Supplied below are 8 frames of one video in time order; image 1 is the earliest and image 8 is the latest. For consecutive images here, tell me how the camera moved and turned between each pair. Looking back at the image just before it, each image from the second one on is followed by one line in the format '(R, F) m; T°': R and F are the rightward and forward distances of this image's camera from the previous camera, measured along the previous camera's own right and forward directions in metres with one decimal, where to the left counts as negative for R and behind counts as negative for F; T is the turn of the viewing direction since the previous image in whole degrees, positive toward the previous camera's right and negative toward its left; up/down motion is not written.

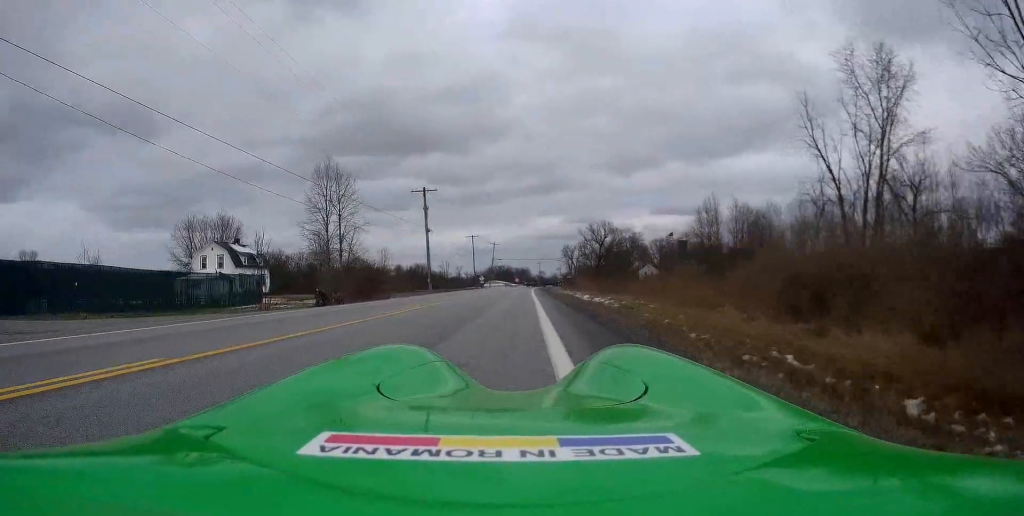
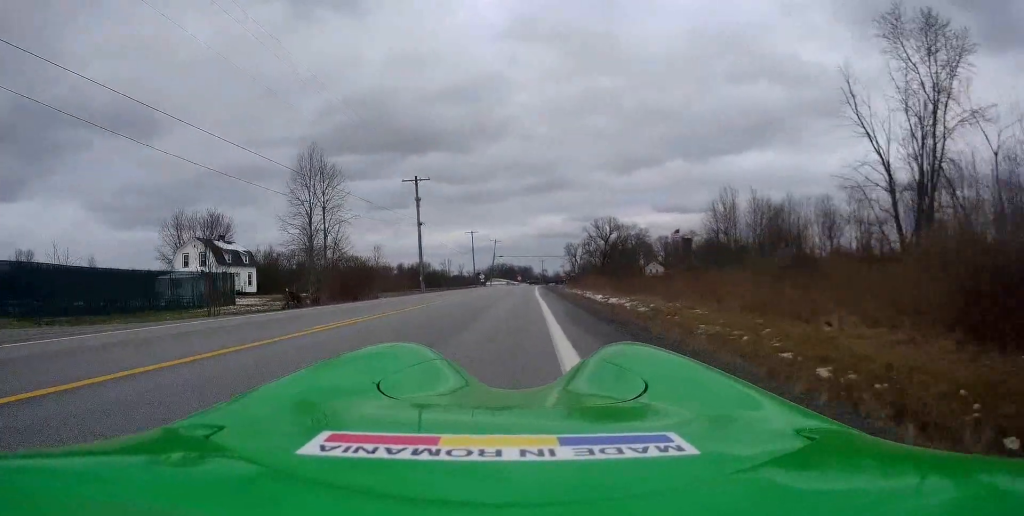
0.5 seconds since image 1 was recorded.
(-0.1, +5.3) m; -1°
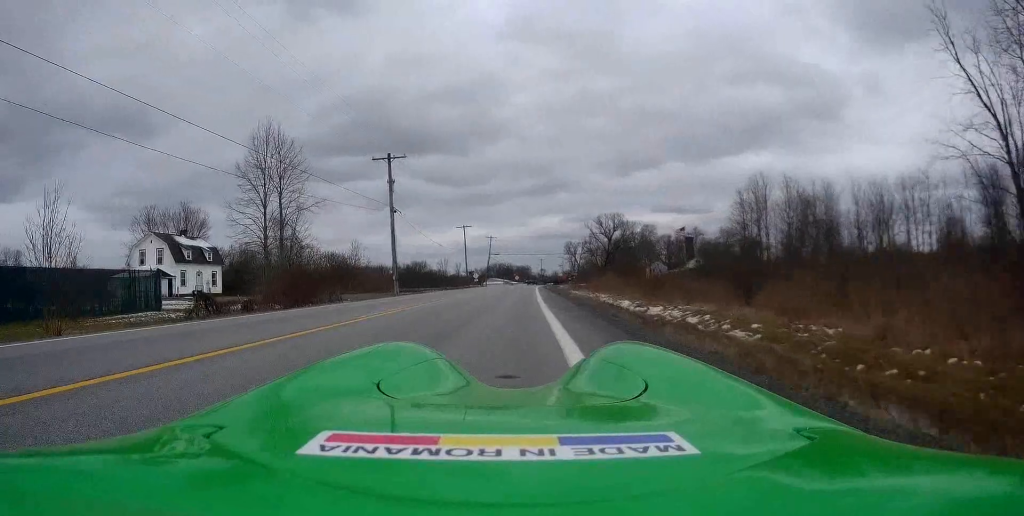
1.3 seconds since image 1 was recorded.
(+0.1, +9.3) m; 0°
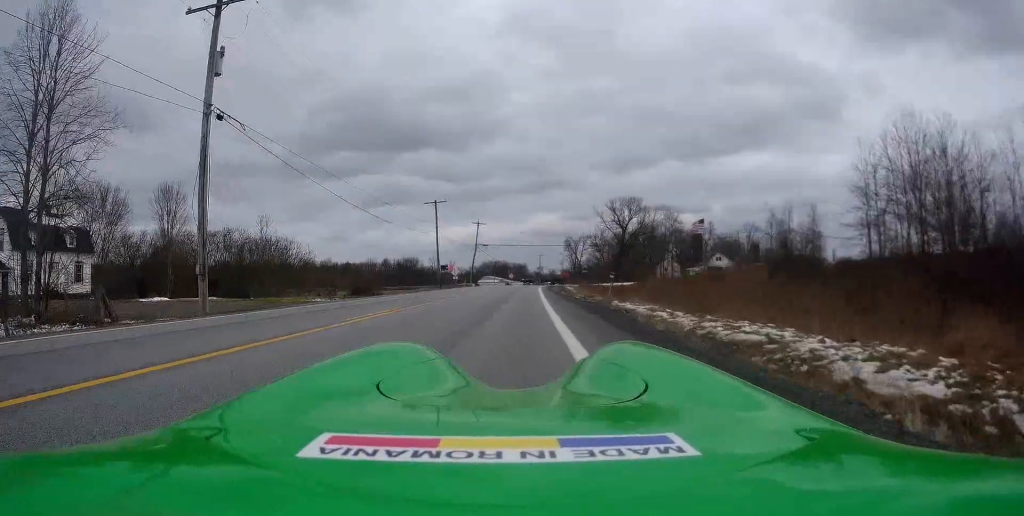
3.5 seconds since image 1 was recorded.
(+0.5, +24.8) m; +1°
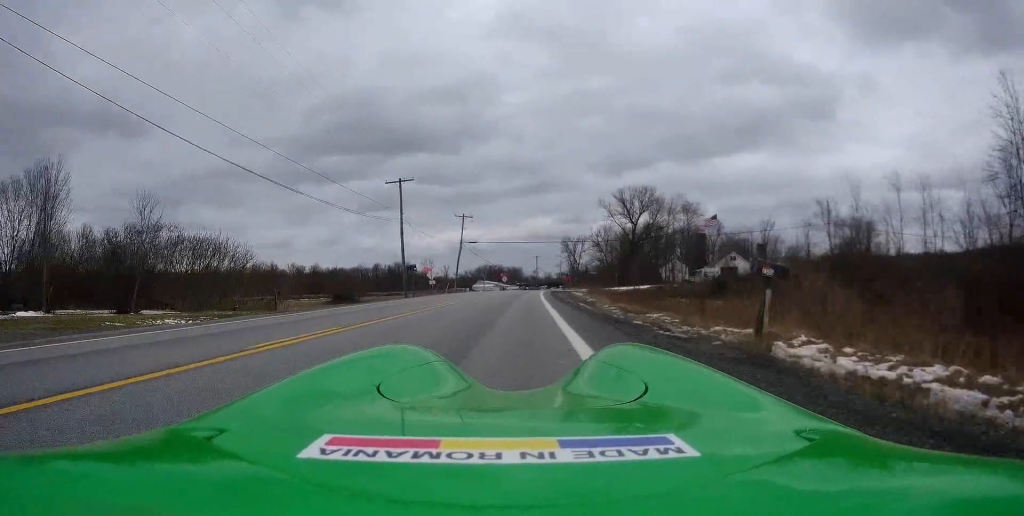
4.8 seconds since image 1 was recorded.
(-0.1, +15.8) m; 0°
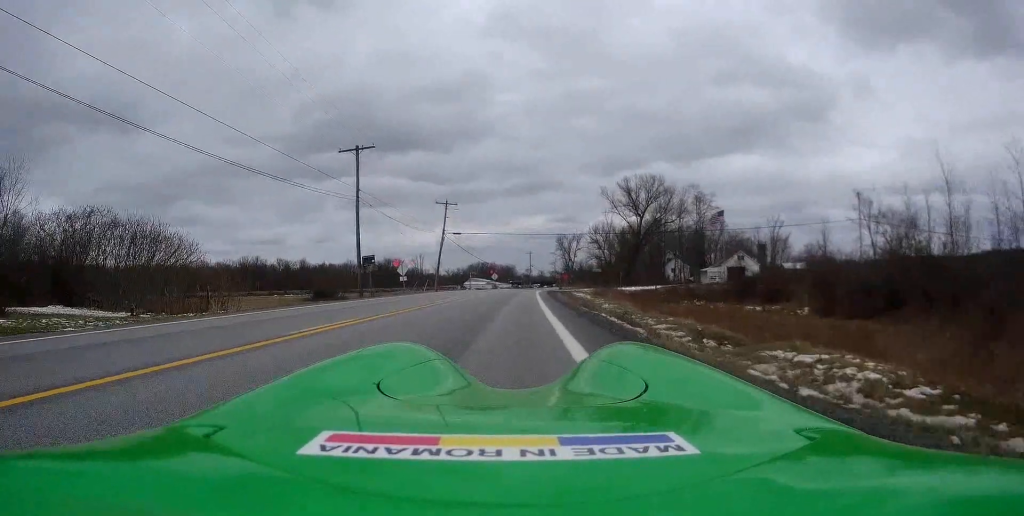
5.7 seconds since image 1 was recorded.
(+0.1, +10.5) m; 0°
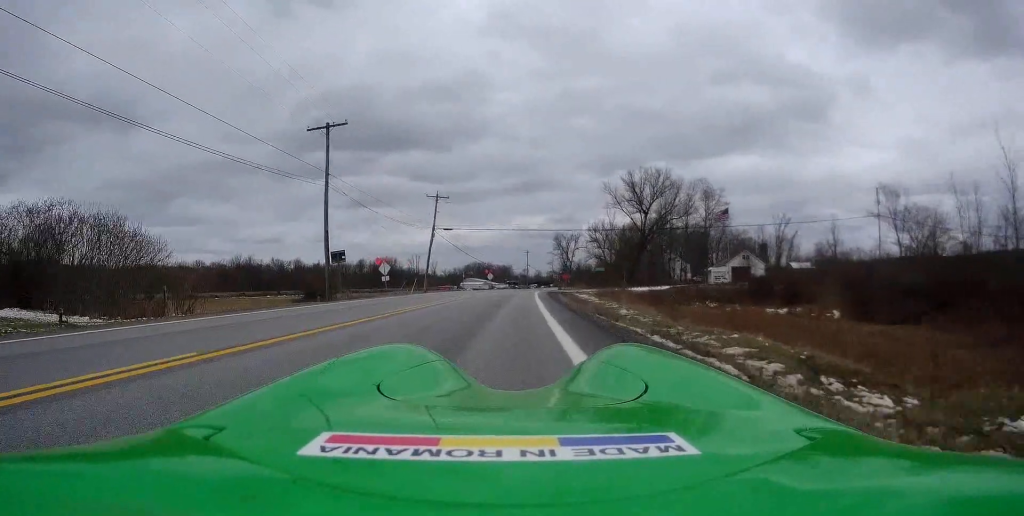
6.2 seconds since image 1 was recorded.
(-0.2, +5.3) m; 0°
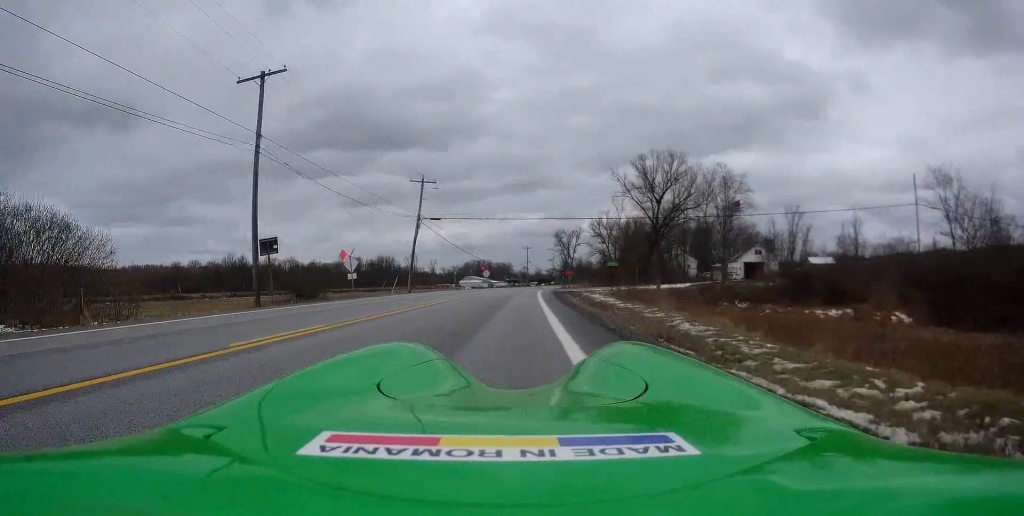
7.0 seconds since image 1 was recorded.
(0.0, +8.6) m; +1°
